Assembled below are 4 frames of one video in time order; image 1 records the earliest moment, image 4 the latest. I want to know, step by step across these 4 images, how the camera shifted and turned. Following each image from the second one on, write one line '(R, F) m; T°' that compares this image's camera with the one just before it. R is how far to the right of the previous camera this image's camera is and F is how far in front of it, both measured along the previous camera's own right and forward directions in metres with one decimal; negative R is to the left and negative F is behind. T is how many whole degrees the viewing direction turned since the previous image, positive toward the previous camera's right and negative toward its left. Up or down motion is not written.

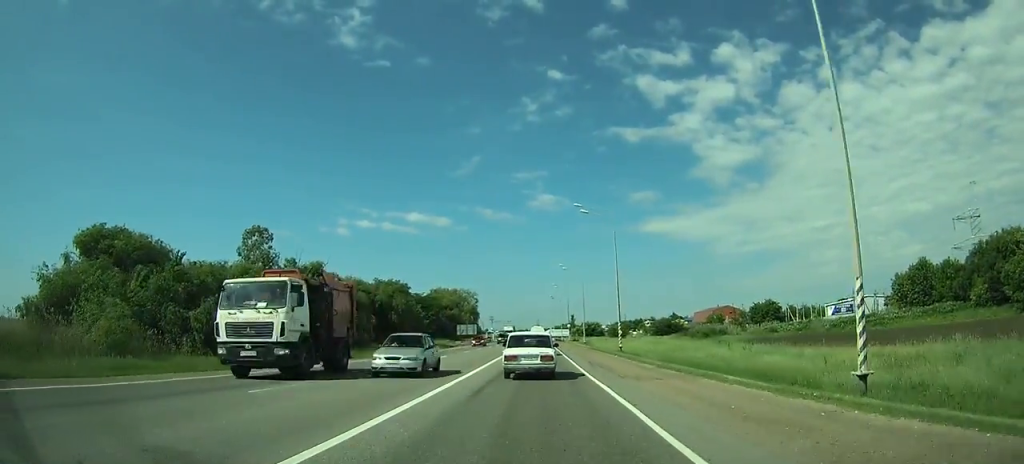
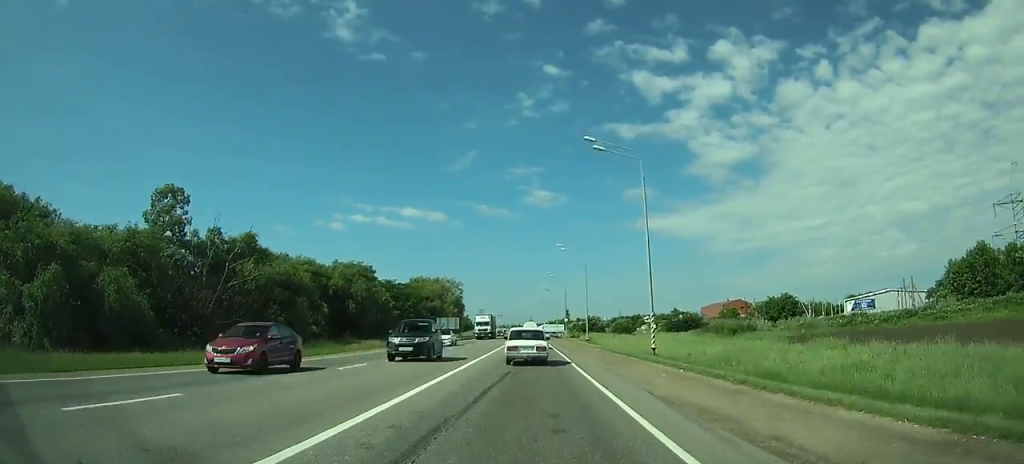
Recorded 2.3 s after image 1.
(+0.1, +15.4) m; +1°
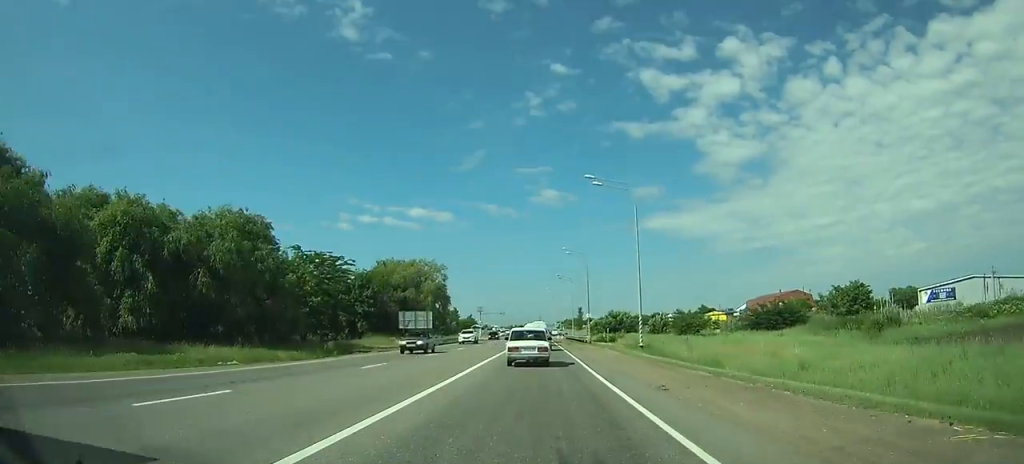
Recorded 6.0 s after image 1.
(+0.1, +28.5) m; 0°
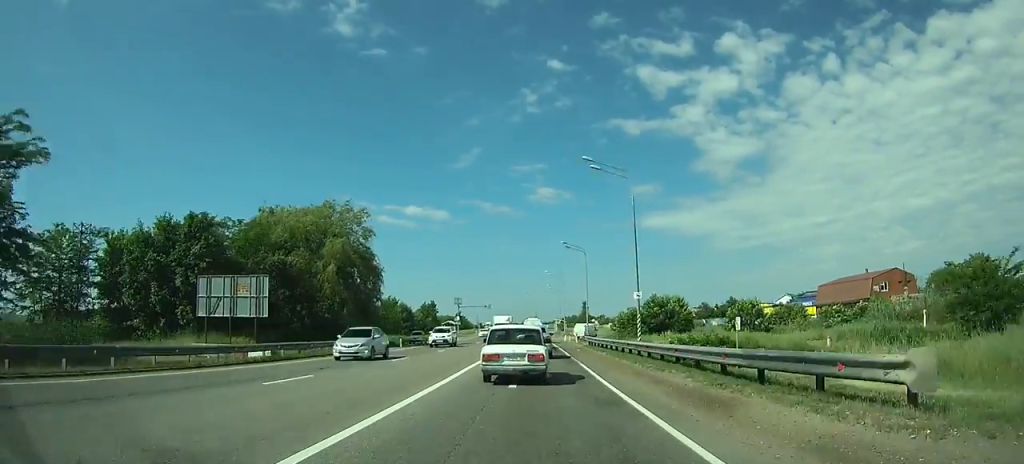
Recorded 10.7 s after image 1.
(-0.2, +38.7) m; -1°
